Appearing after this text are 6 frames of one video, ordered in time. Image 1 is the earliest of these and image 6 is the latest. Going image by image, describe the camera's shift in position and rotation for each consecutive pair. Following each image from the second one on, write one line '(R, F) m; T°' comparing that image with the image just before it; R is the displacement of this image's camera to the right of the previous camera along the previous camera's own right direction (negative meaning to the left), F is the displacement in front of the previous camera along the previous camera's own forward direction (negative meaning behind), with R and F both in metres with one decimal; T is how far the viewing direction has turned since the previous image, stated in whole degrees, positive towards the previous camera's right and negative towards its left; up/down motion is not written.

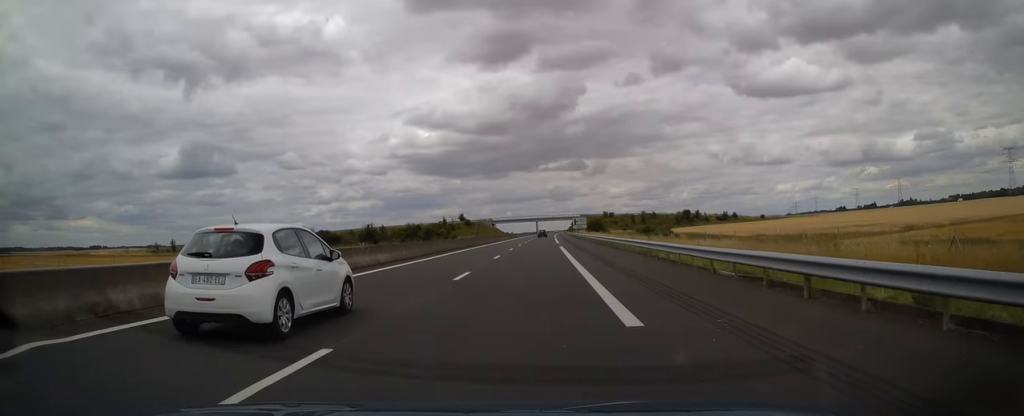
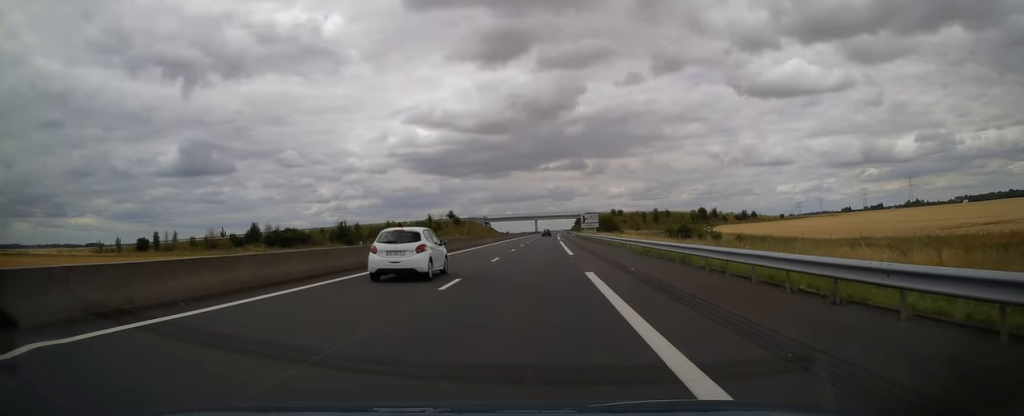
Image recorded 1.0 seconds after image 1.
(+0.2, +28.8) m; 0°
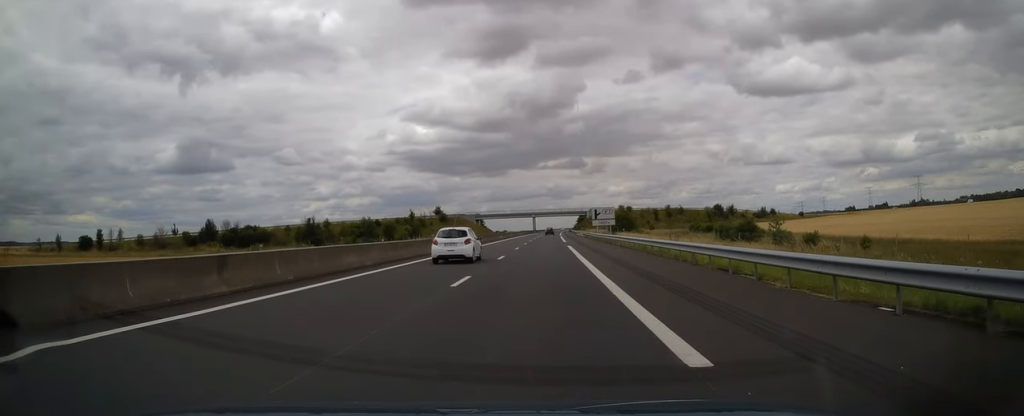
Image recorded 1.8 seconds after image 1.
(0.0, +25.4) m; 0°
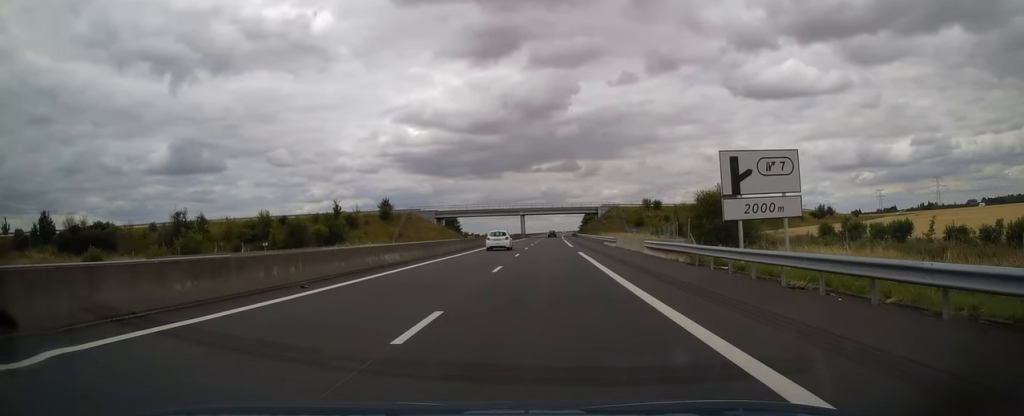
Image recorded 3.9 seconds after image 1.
(+0.4, +59.1) m; +1°
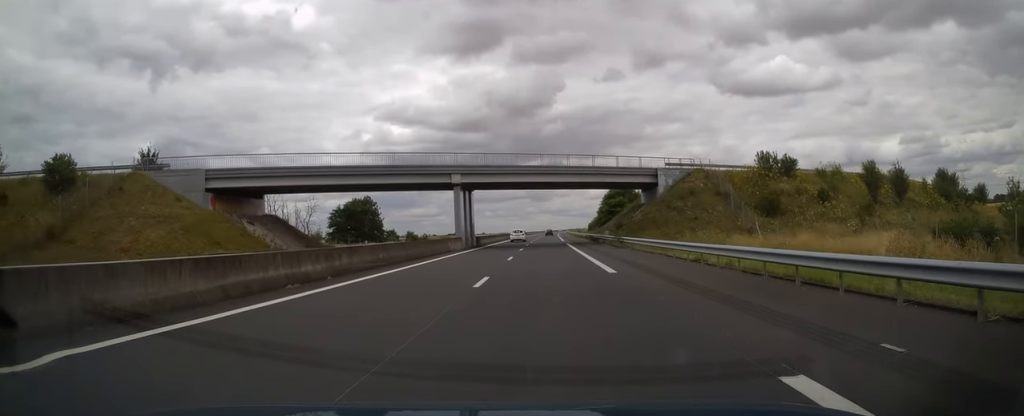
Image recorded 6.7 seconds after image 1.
(+0.3, +83.6) m; +1°
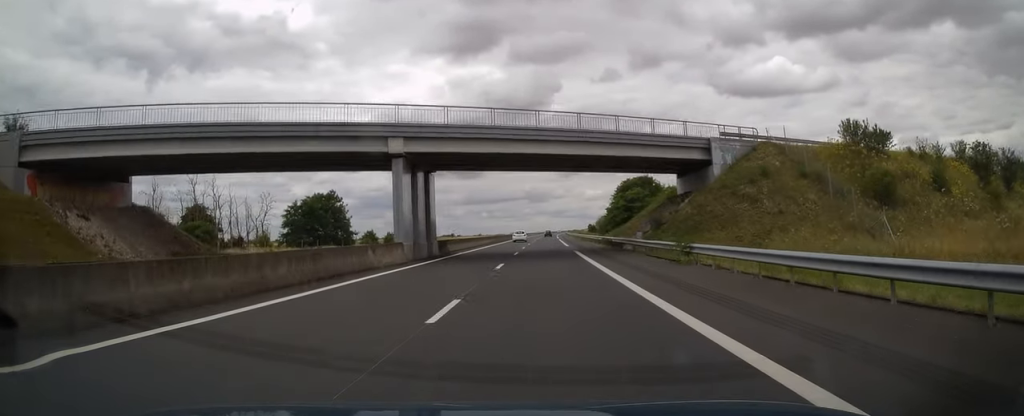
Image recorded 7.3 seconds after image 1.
(0.0, +18.6) m; 0°
